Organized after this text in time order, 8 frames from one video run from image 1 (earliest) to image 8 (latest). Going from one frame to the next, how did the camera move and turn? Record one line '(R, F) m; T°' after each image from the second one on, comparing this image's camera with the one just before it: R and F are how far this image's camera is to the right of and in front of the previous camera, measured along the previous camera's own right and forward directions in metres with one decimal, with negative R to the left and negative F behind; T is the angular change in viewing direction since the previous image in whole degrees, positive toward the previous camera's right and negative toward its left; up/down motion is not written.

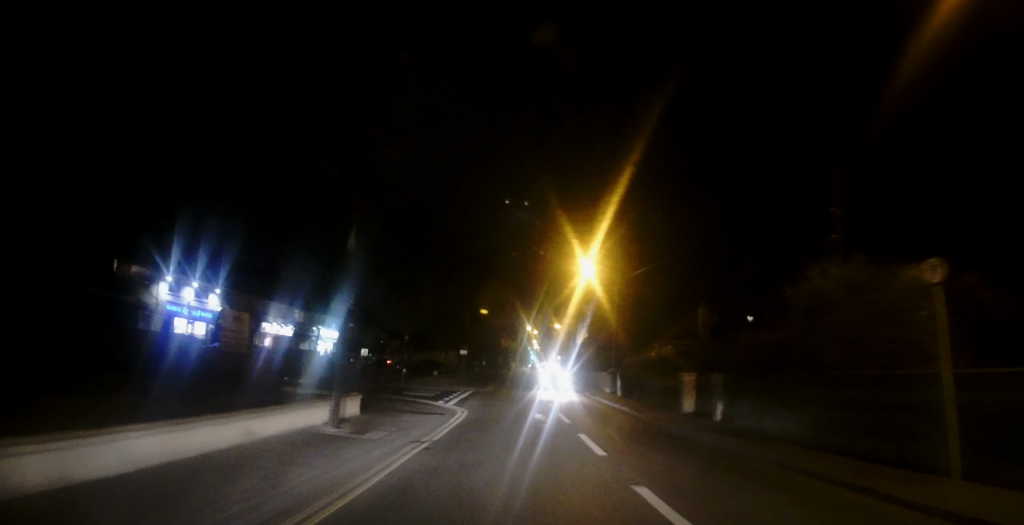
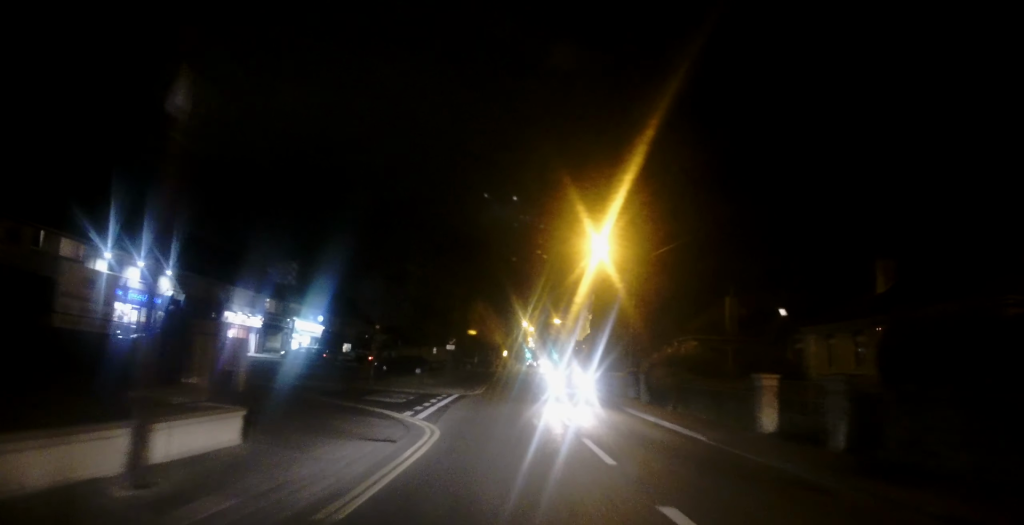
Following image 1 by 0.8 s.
(+0.5, +7.4) m; 0°
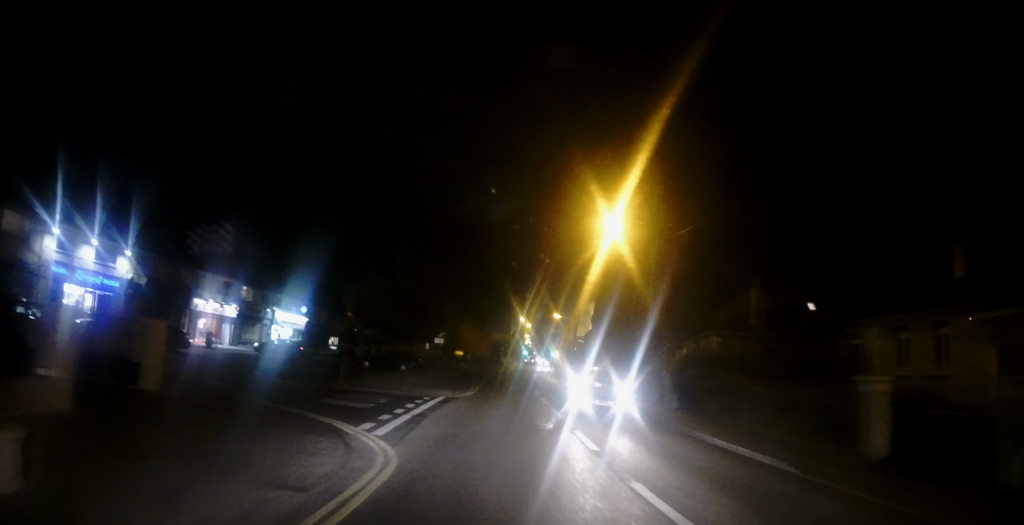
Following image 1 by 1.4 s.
(-0.3, +5.1) m; 0°
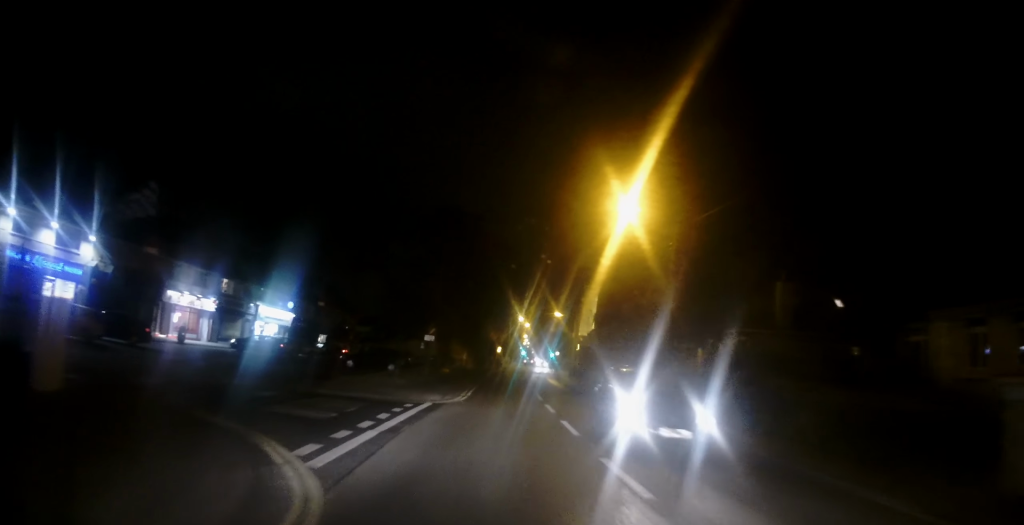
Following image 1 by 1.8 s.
(-0.2, +3.9) m; 0°
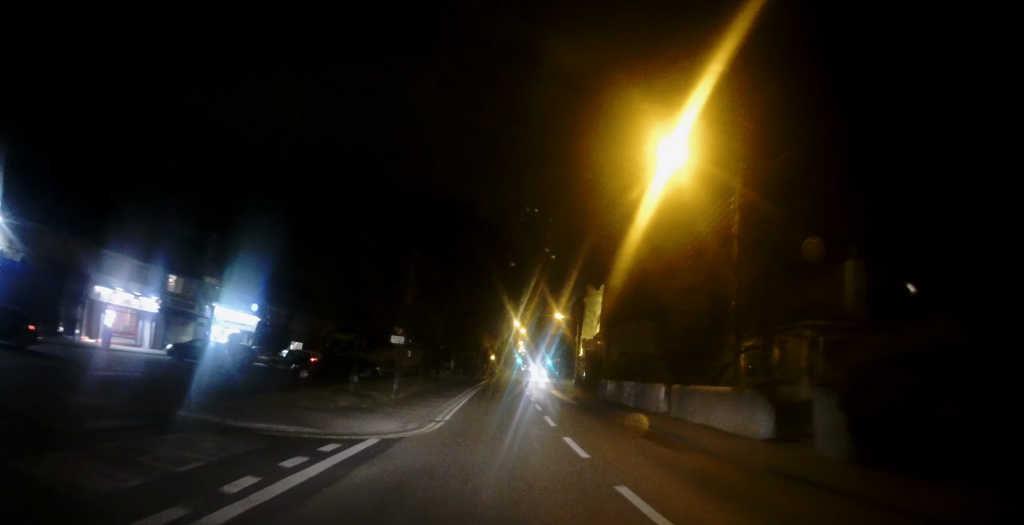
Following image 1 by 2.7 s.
(+0.4, +8.1) m; +3°
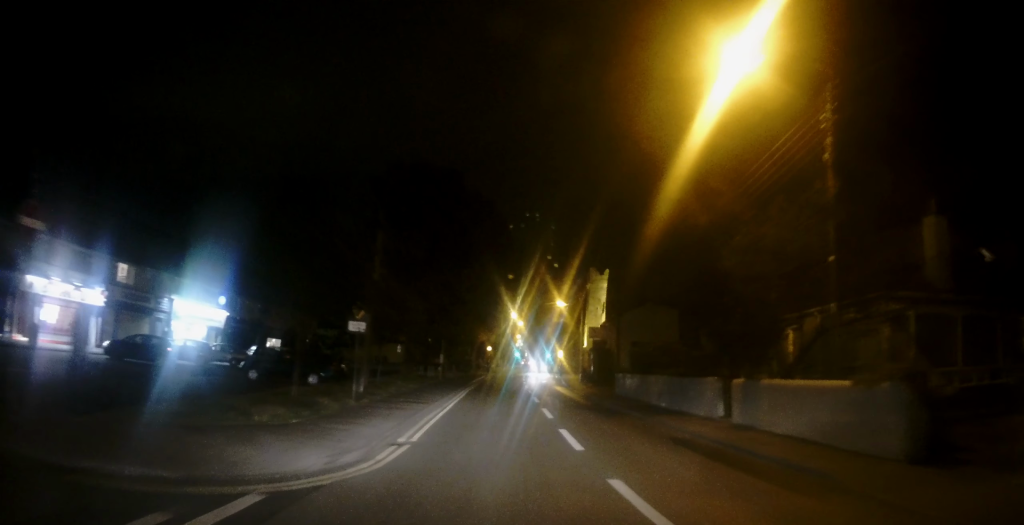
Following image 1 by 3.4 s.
(+0.1, +6.1) m; -1°
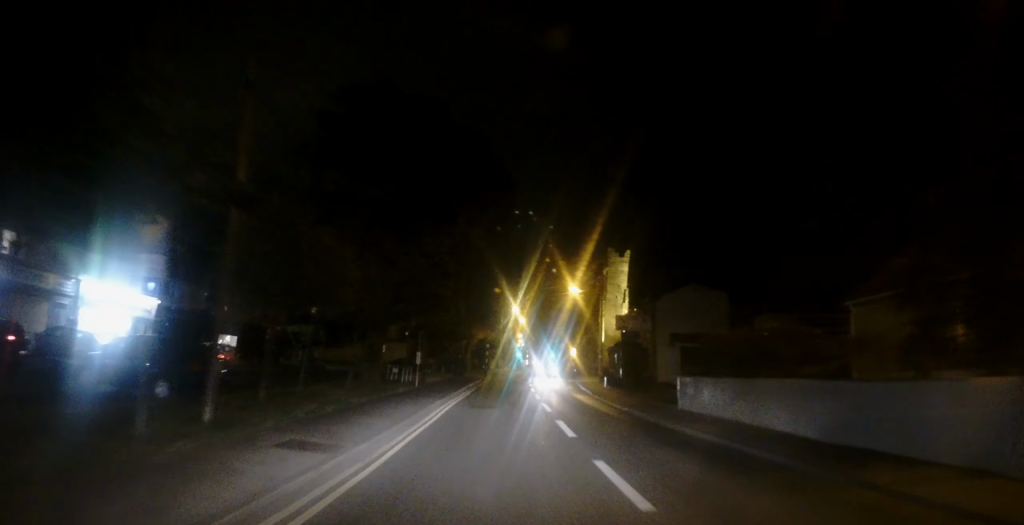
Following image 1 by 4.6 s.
(-0.4, +10.9) m; -2°
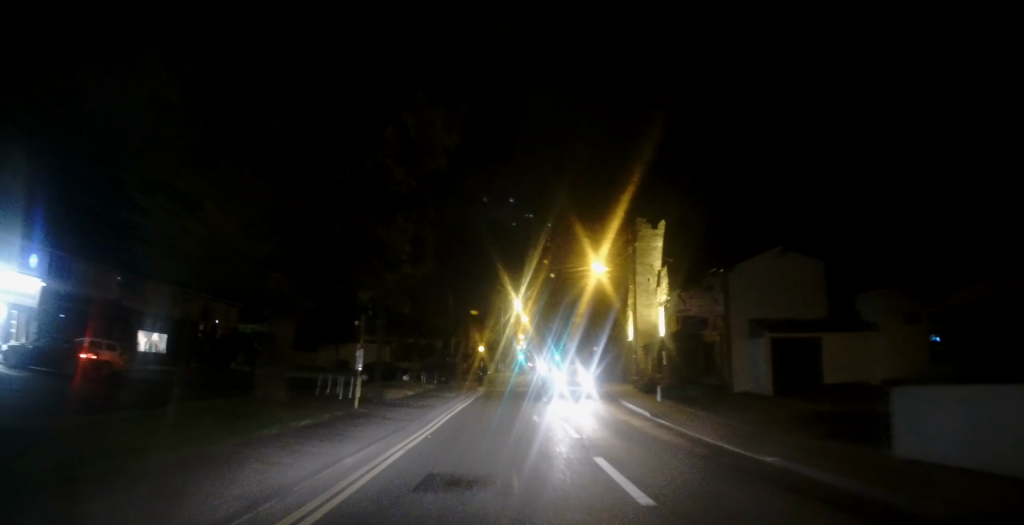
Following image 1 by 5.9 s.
(+0.4, +11.9) m; 0°
